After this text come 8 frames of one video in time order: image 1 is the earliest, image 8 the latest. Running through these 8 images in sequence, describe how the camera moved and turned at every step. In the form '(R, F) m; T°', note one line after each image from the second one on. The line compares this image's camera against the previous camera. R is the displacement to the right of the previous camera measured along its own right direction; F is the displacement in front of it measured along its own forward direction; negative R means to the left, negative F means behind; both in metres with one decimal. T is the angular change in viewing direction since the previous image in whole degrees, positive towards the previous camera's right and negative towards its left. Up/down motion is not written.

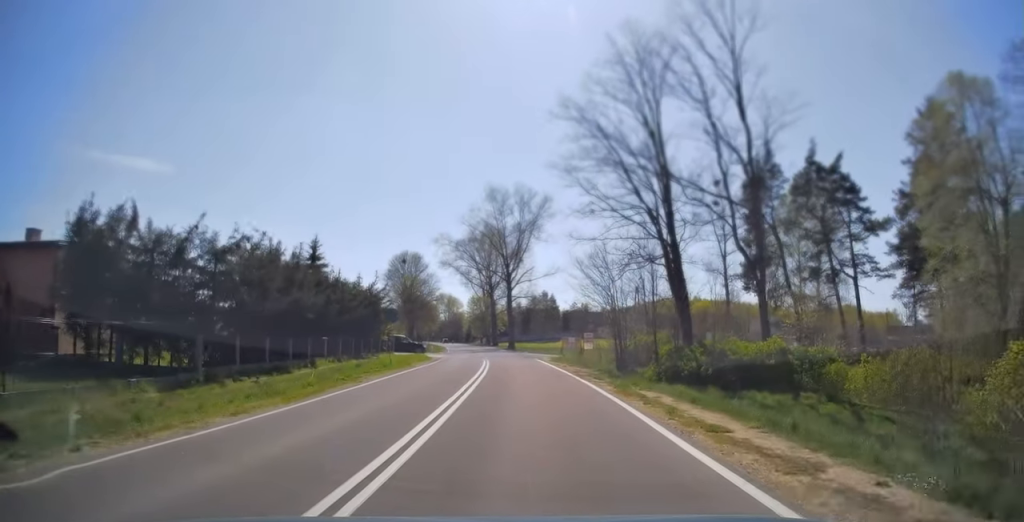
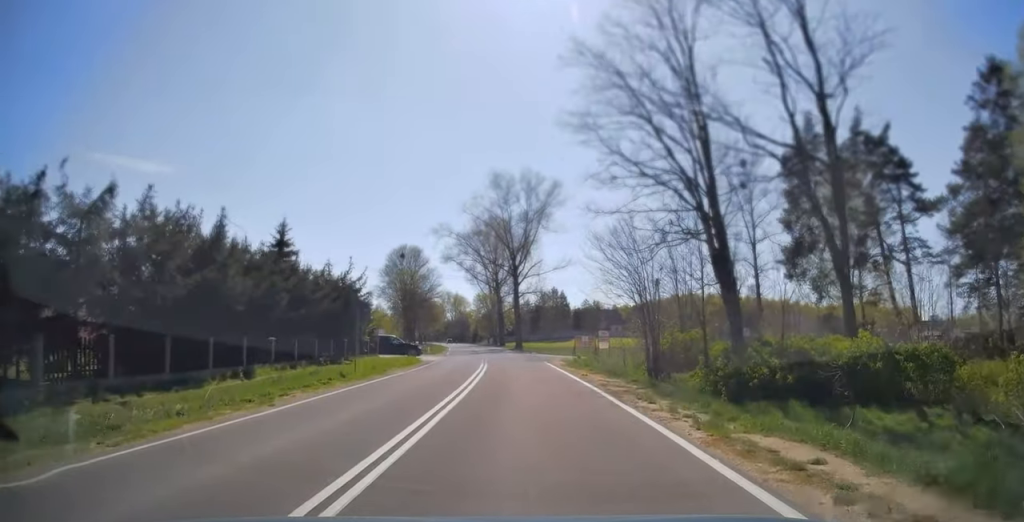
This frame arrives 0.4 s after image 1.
(+0.1, +7.9) m; -1°
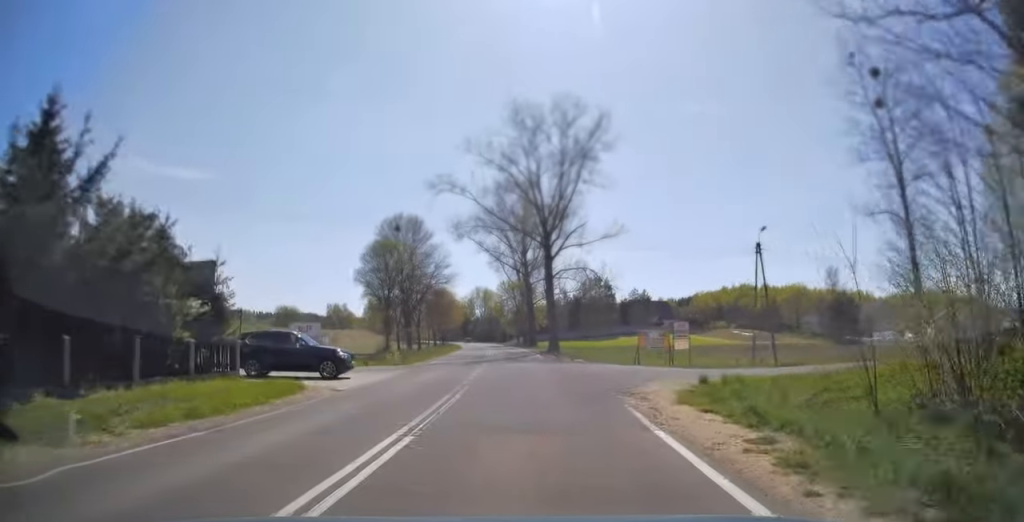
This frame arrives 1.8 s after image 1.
(-0.9, +25.2) m; -3°
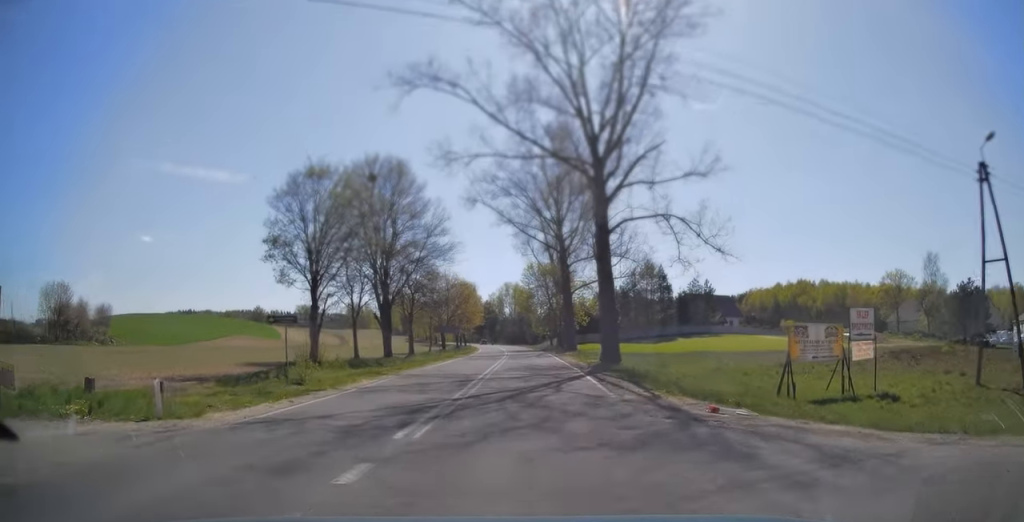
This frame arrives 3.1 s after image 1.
(-0.8, +24.9) m; -4°
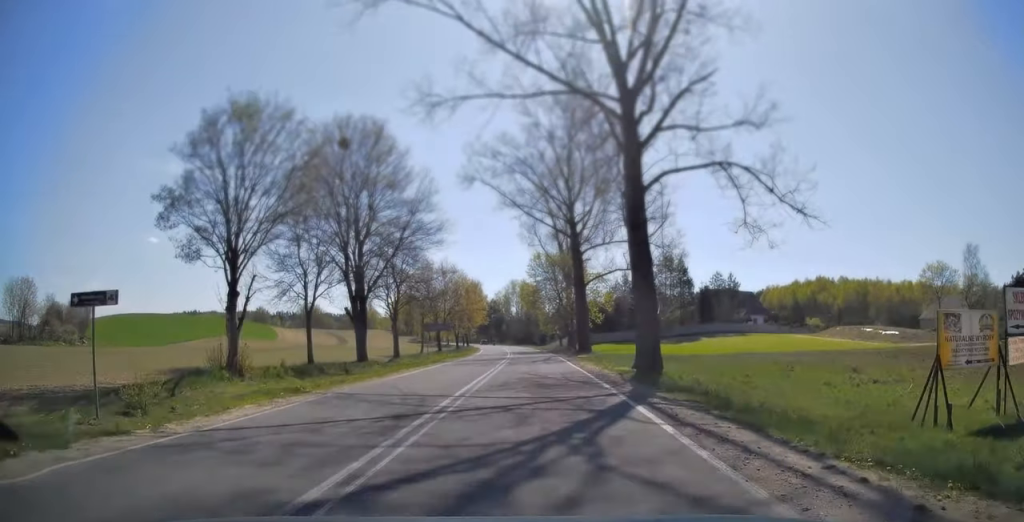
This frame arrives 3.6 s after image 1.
(-0.1, +9.5) m; -1°
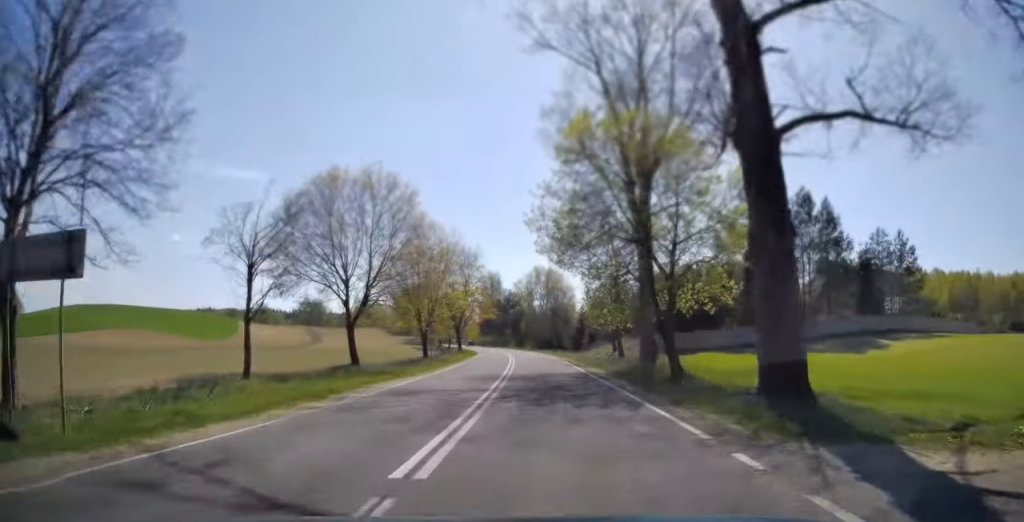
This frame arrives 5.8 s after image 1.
(-0.9, +43.2) m; -2°
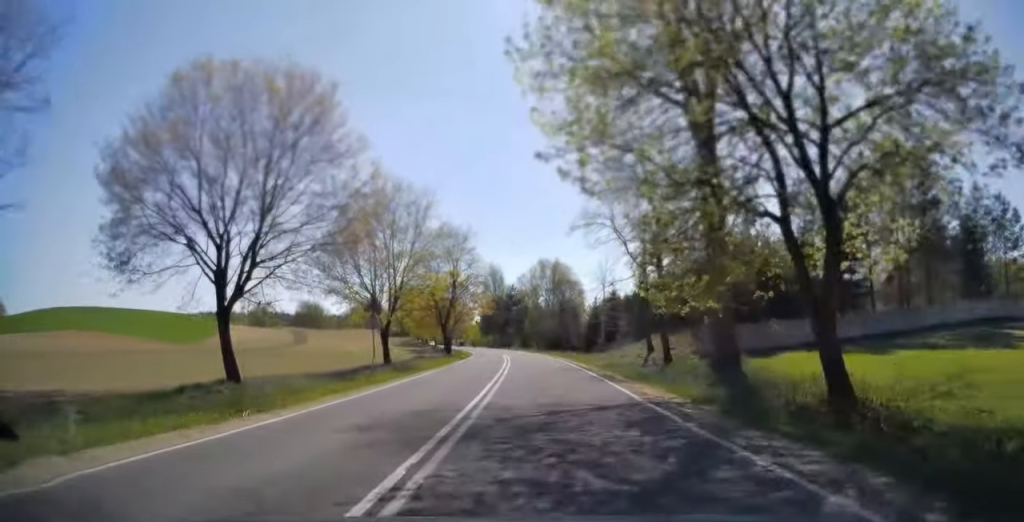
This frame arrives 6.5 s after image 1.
(0.0, +14.3) m; -1°
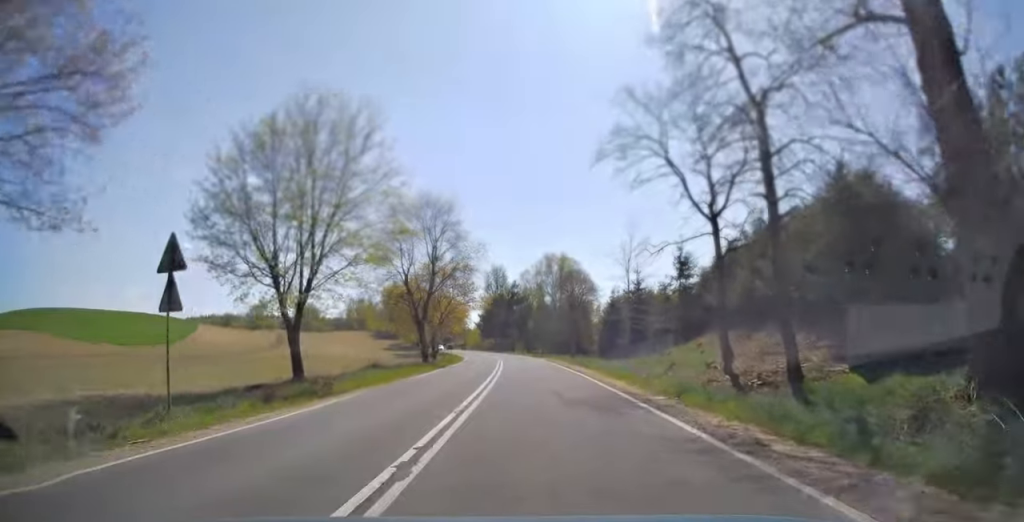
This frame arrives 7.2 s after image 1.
(-0.1, +14.5) m; -1°
